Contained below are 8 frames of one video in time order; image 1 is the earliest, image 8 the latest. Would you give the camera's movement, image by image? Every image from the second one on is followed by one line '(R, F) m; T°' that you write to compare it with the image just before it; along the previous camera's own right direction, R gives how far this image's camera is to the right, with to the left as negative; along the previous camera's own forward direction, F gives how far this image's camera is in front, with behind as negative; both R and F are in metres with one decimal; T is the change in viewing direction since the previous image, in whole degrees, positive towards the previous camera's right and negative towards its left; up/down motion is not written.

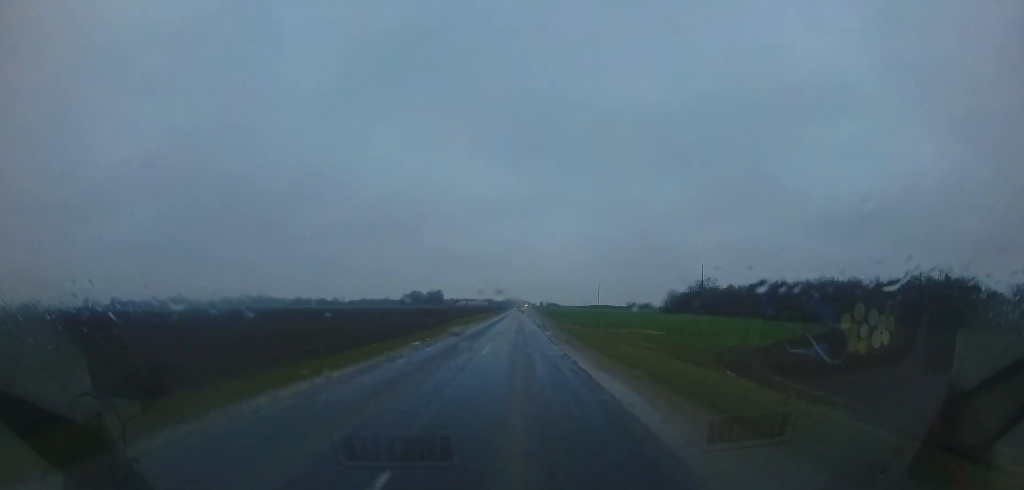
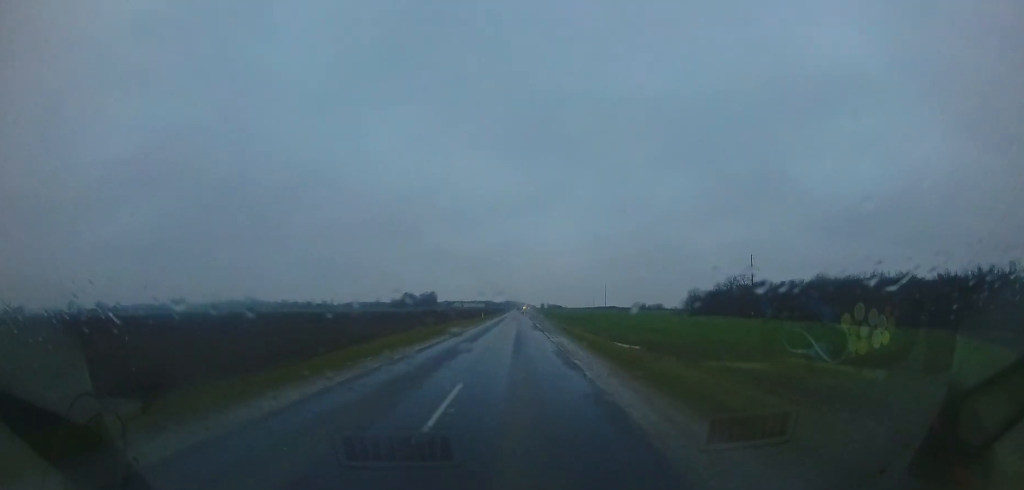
(-0.3, +31.2) m; 0°
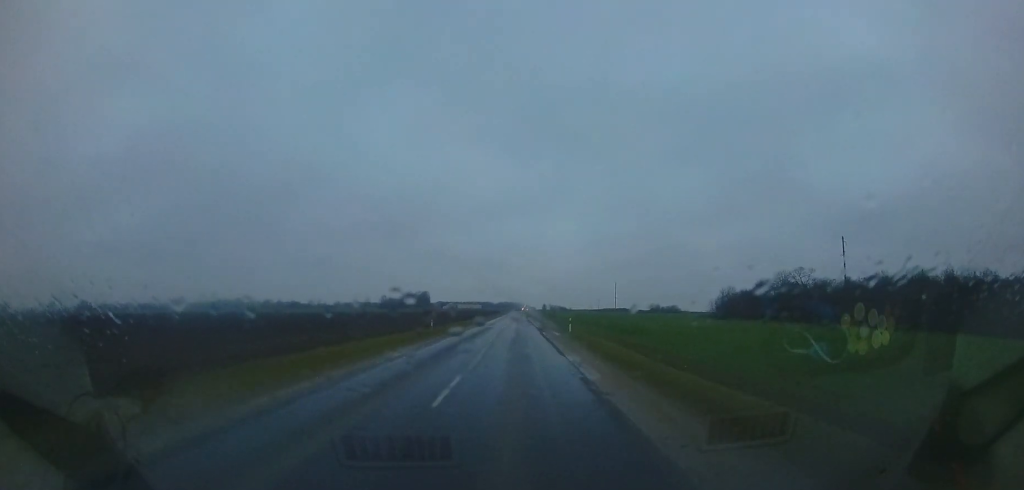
(+0.3, +34.5) m; +1°
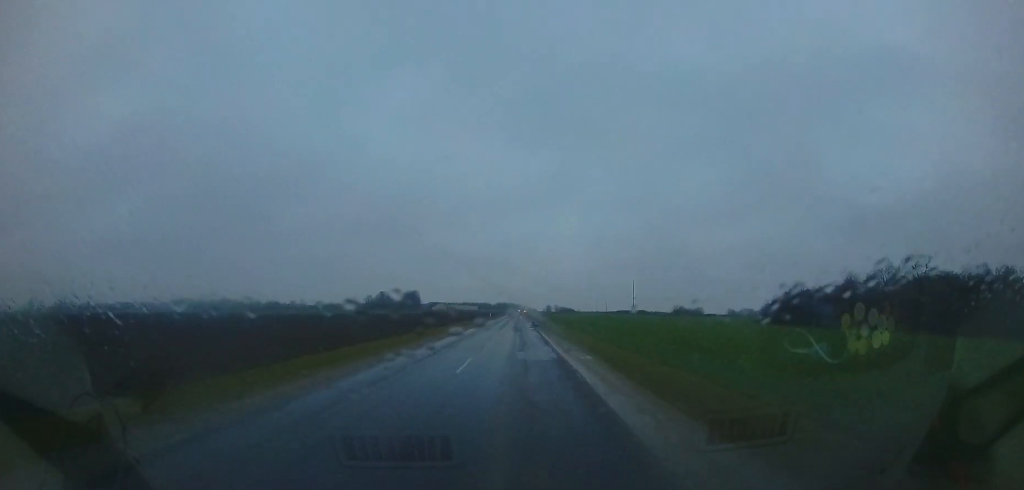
(+0.3, +44.3) m; +1°
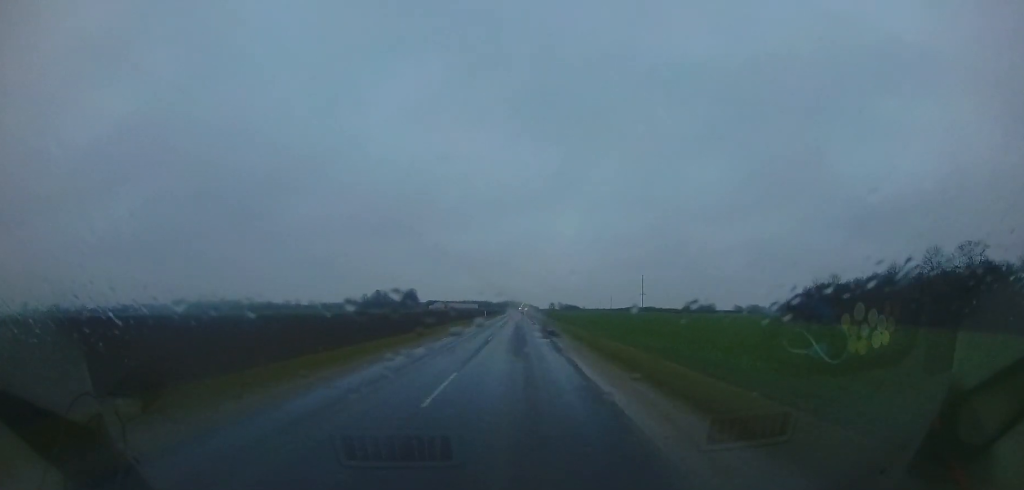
(-0.1, +15.5) m; 0°
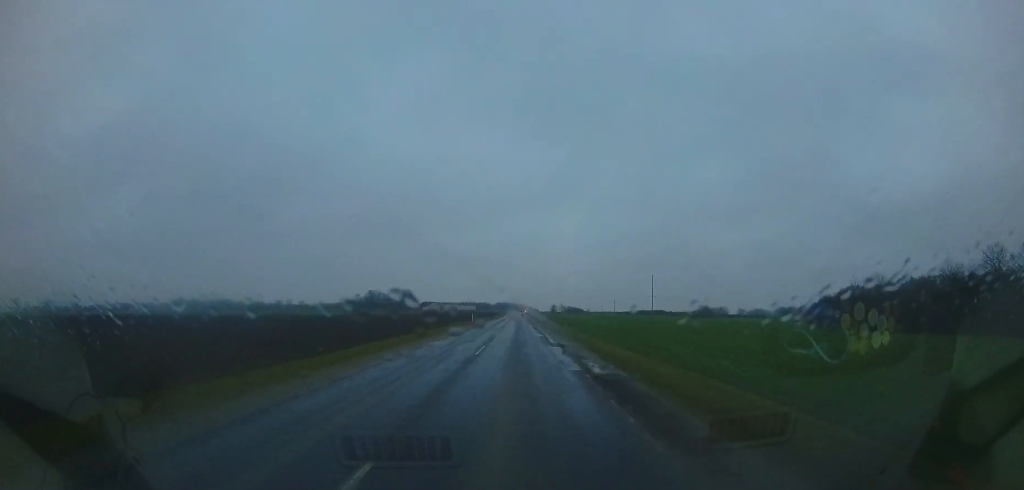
(0.0, +17.3) m; 0°
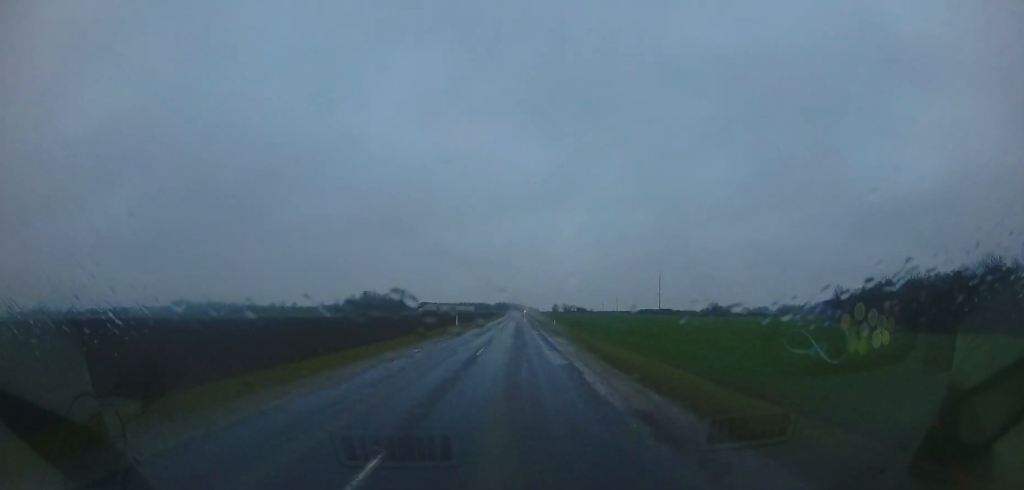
(0.0, +11.9) m; 0°
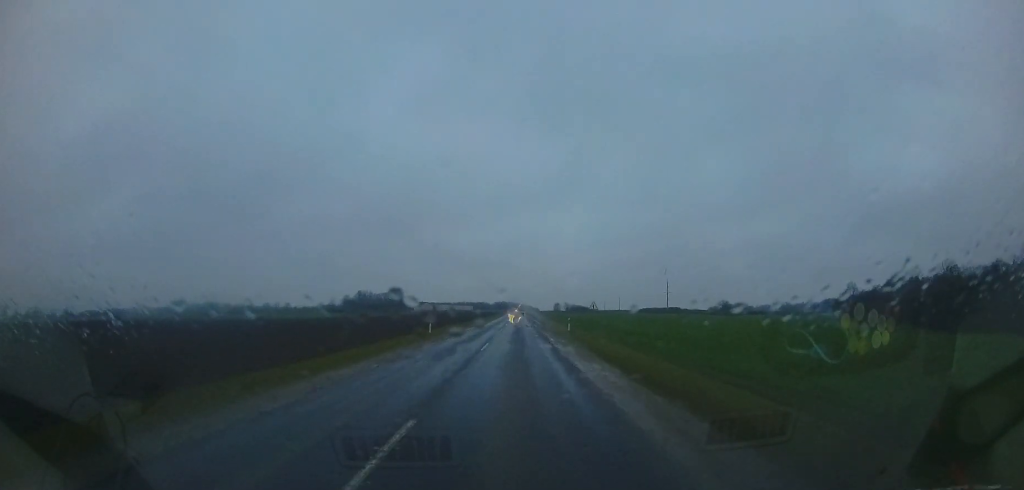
(0.0, +11.0) m; 0°
